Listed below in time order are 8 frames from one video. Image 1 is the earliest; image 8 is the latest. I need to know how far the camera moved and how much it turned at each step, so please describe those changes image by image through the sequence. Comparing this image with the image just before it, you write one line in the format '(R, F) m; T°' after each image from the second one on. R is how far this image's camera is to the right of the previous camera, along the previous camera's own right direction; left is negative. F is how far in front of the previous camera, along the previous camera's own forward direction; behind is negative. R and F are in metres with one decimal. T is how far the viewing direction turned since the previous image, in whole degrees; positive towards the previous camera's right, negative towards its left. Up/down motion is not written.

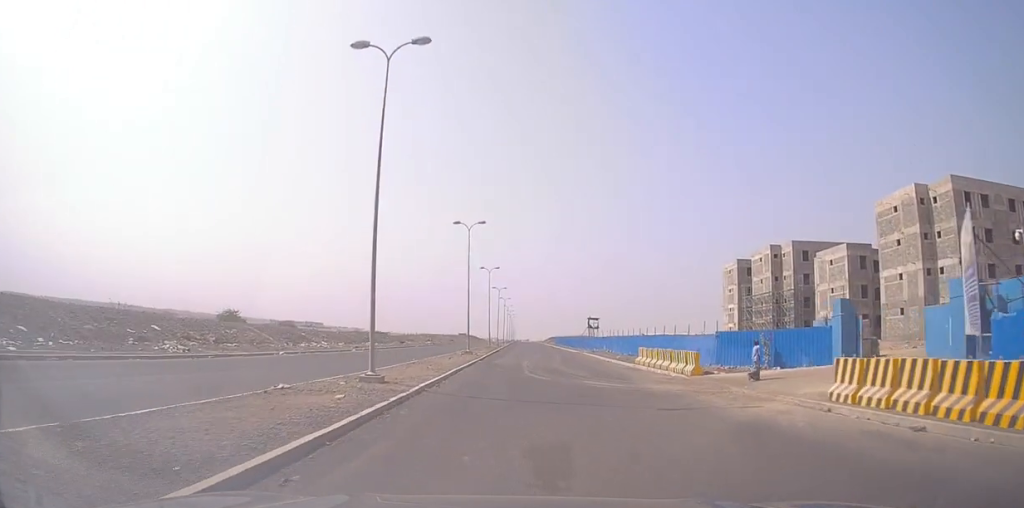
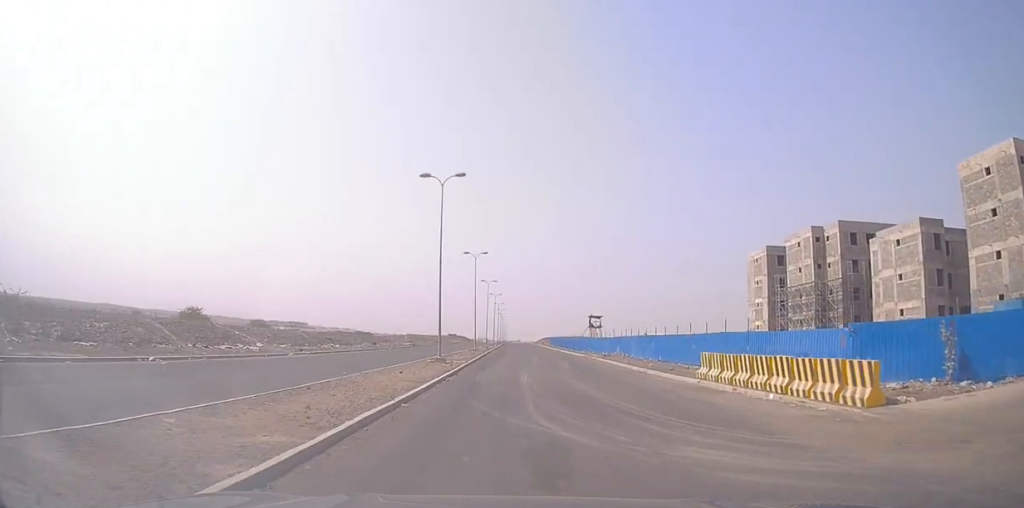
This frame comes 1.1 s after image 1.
(-0.9, +14.2) m; 0°
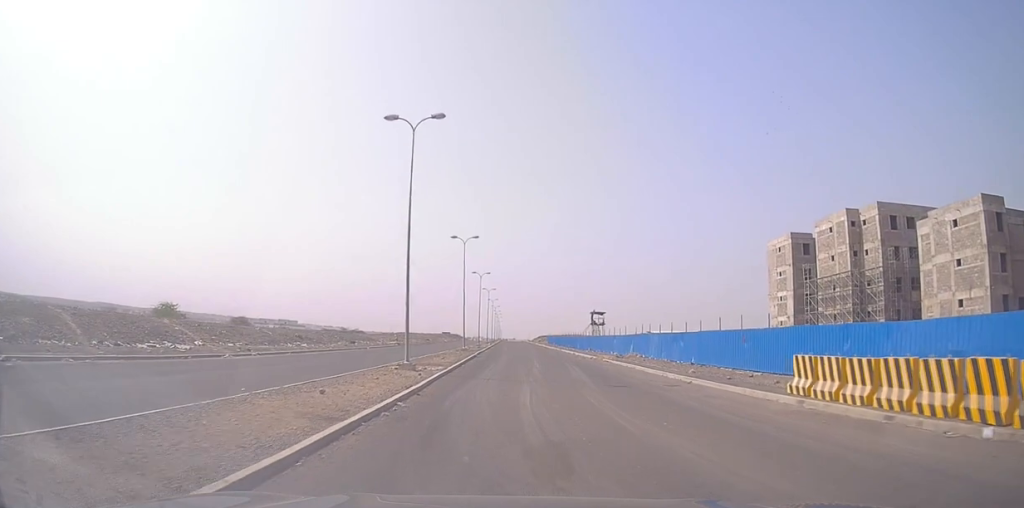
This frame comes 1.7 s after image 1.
(+0.6, +8.9) m; +3°
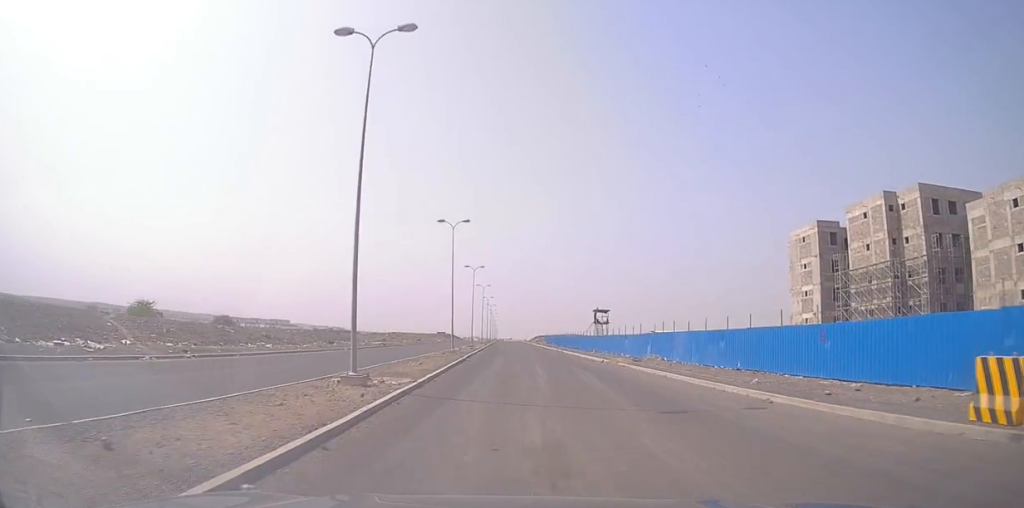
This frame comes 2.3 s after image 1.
(+0.2, +7.6) m; +2°
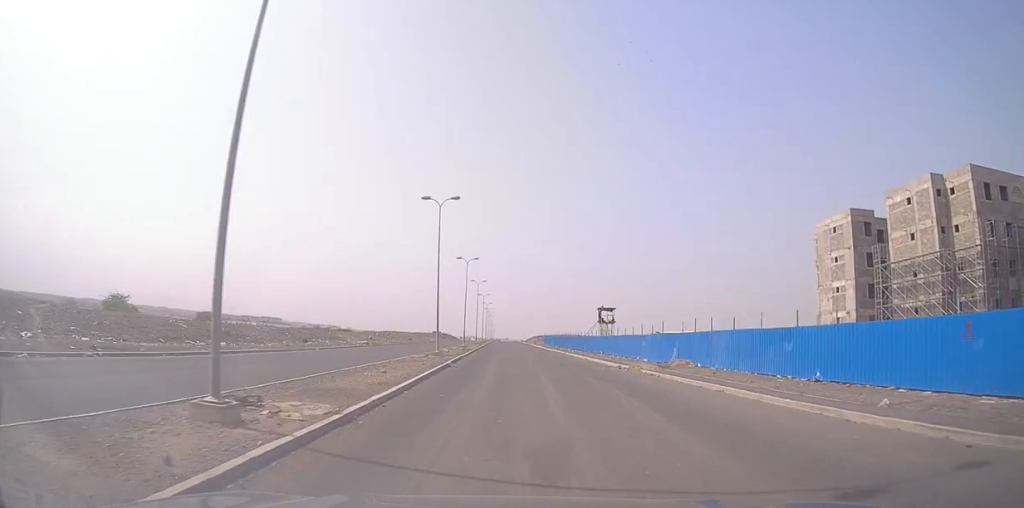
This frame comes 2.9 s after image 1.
(0.0, +7.6) m; 0°
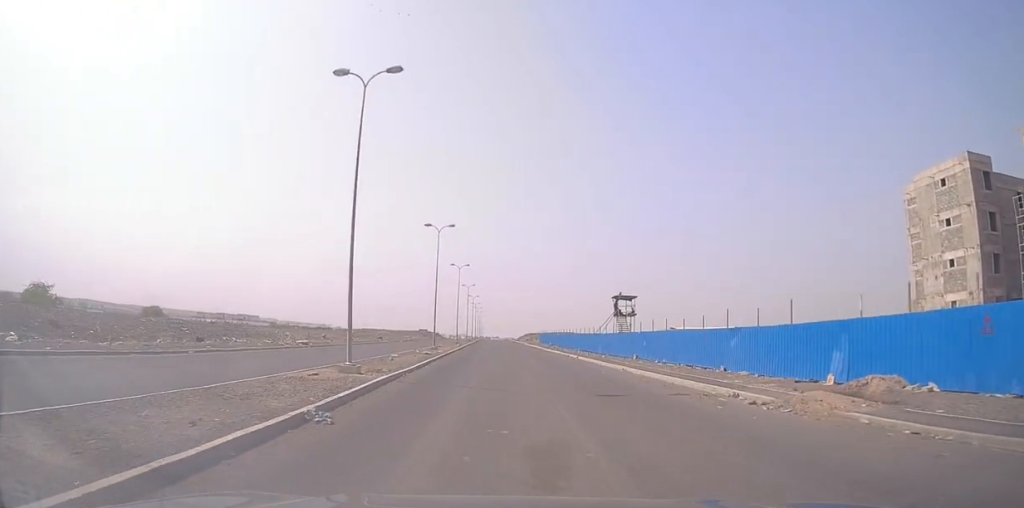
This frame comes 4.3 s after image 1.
(0.0, +19.4) m; 0°
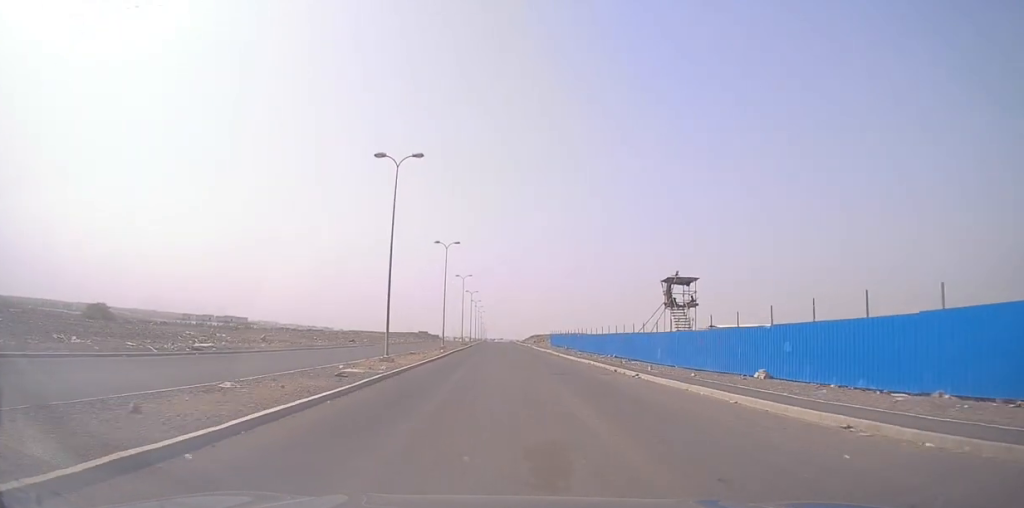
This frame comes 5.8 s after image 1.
(0.0, +20.1) m; 0°
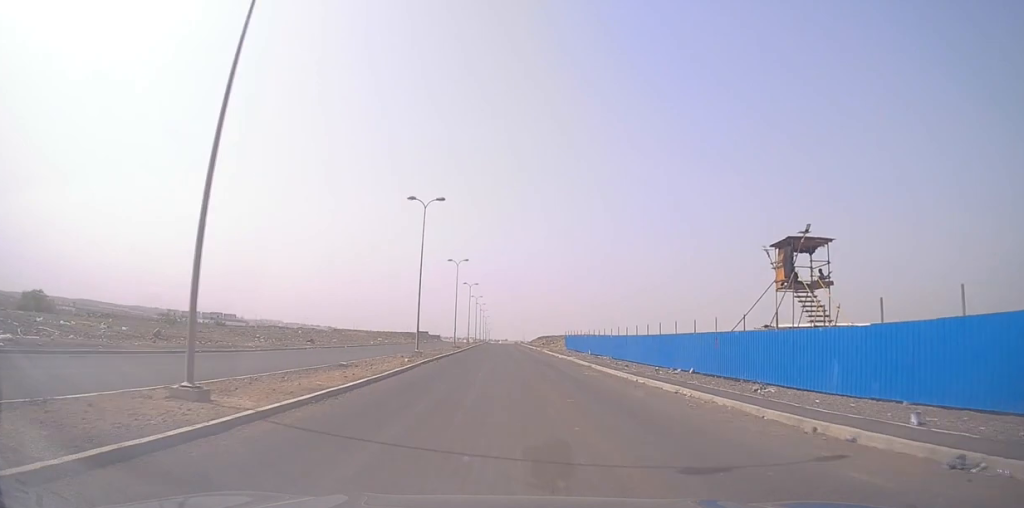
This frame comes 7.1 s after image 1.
(0.0, +18.8) m; 0°
